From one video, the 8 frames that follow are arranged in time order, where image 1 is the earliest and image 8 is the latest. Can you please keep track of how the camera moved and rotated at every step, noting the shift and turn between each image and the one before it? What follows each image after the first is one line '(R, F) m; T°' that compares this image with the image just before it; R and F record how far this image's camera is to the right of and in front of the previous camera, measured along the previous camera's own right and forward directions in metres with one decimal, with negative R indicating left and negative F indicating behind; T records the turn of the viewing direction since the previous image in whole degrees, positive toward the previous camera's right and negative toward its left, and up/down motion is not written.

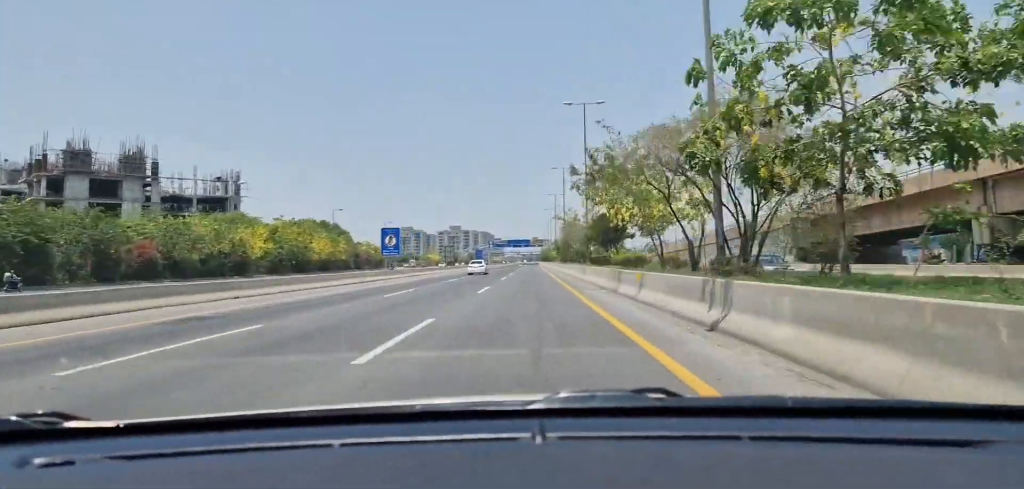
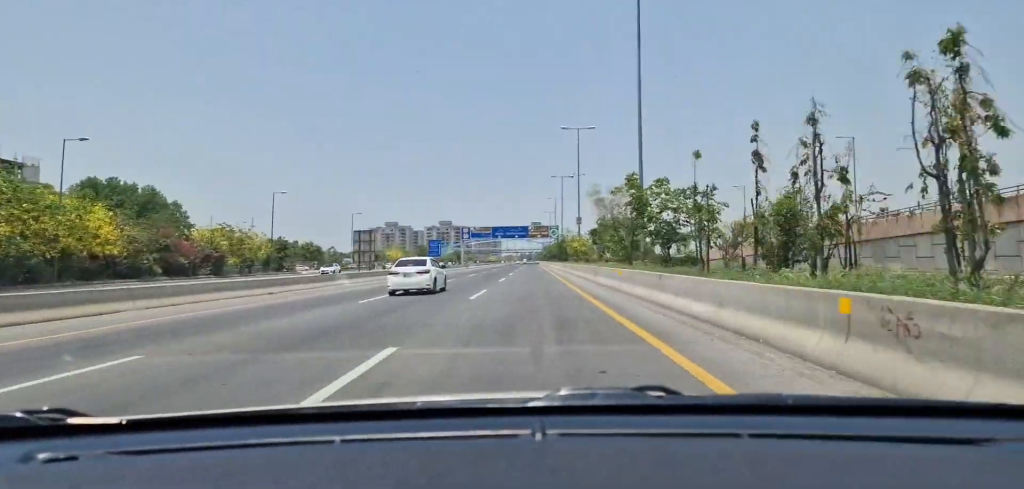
(-0.1, +77.7) m; 0°
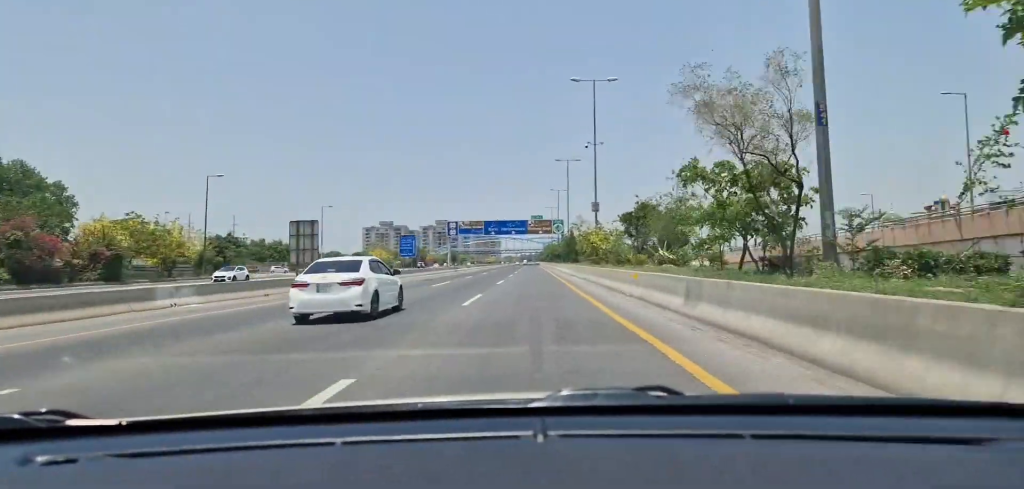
(+0.2, +20.3) m; 0°
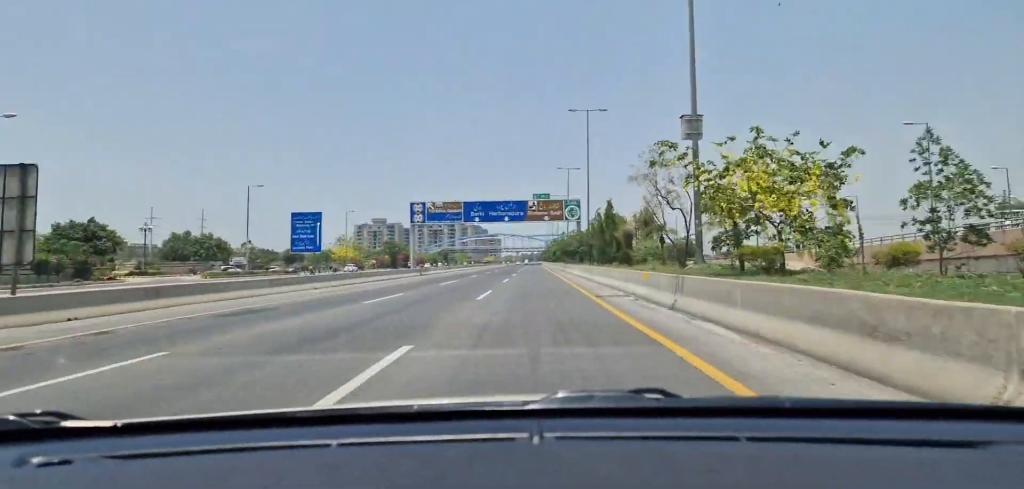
(-0.3, +32.8) m; 0°
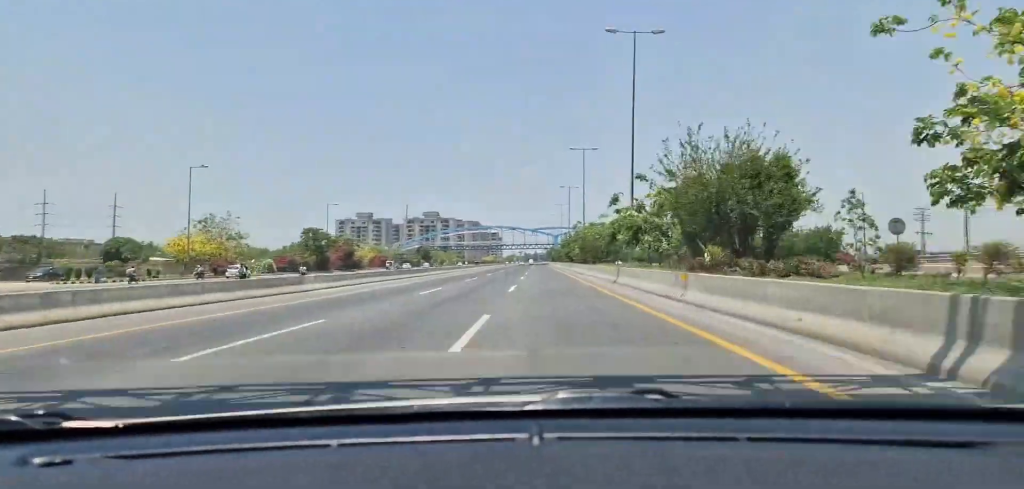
(-0.3, +66.9) m; 0°
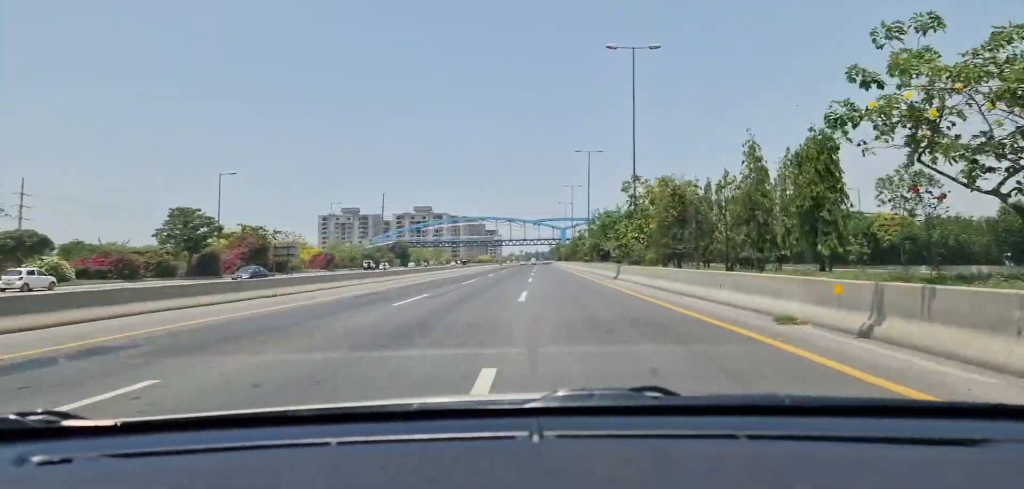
(0.0, +44.2) m; 0°
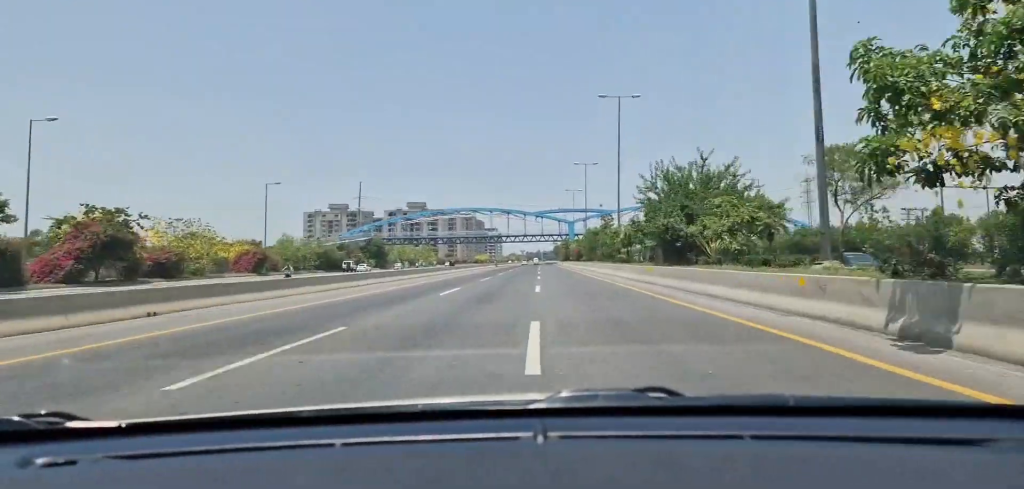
(0.0, +29.8) m; 0°
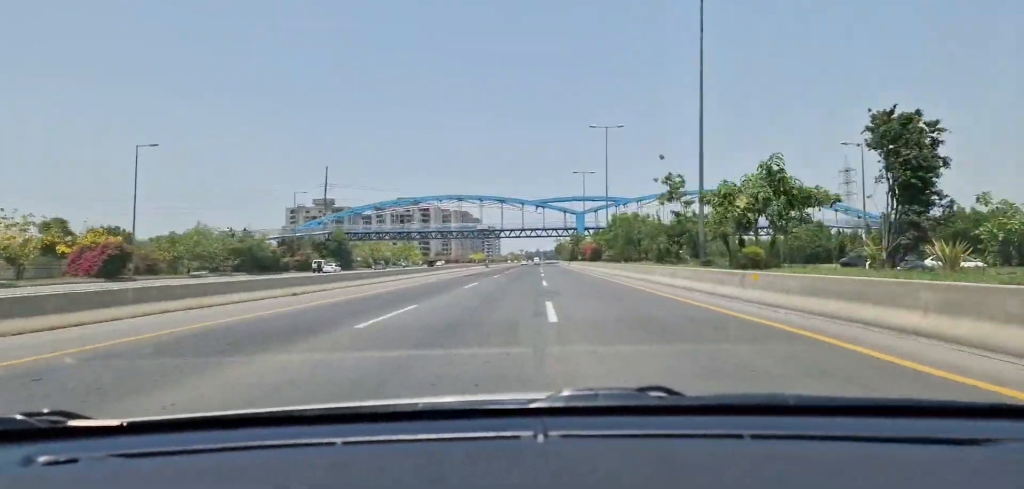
(0.0, +30.5) m; 0°
